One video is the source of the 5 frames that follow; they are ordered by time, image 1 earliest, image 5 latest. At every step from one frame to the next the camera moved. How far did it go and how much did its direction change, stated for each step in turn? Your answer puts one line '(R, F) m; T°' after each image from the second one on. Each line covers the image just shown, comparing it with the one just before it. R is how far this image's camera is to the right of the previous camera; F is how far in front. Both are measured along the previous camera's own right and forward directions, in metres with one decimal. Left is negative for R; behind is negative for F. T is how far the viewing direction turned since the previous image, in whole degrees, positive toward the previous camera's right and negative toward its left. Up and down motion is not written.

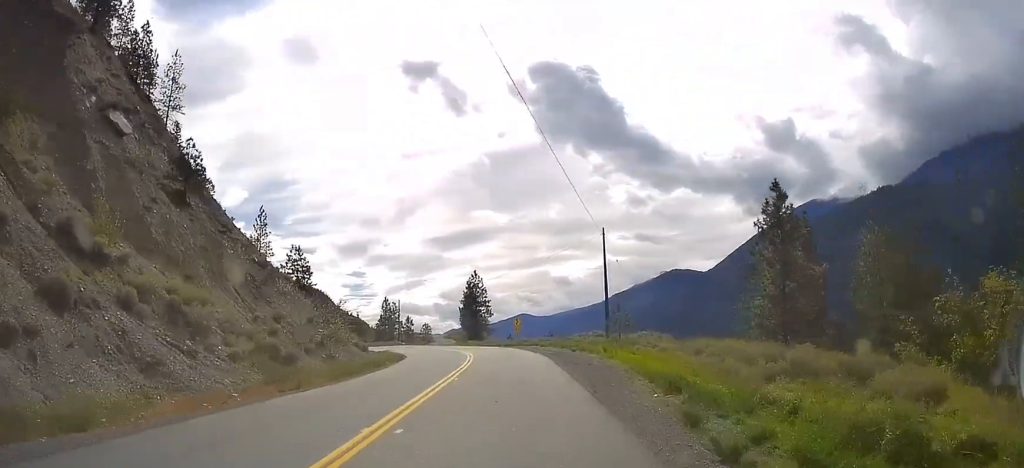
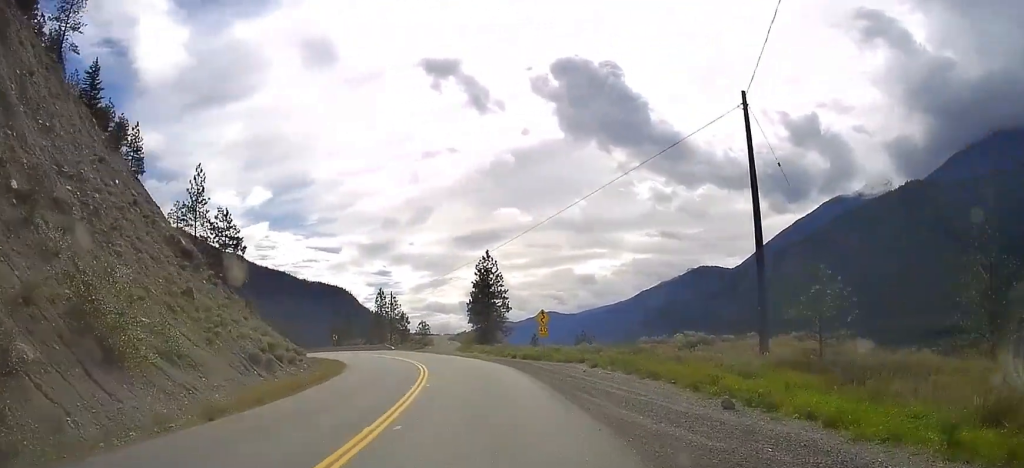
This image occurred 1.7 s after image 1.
(+1.0, +29.9) m; -2°
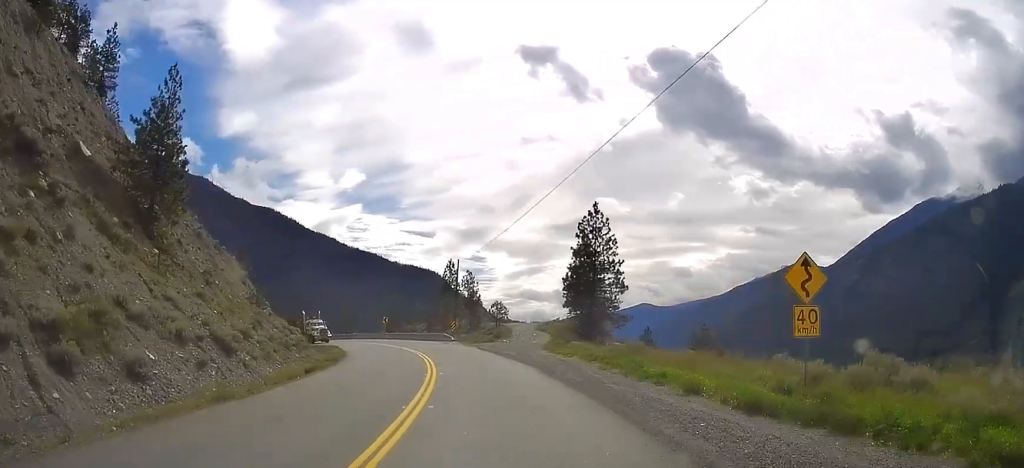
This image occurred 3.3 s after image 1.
(-2.9, +27.1) m; -12°
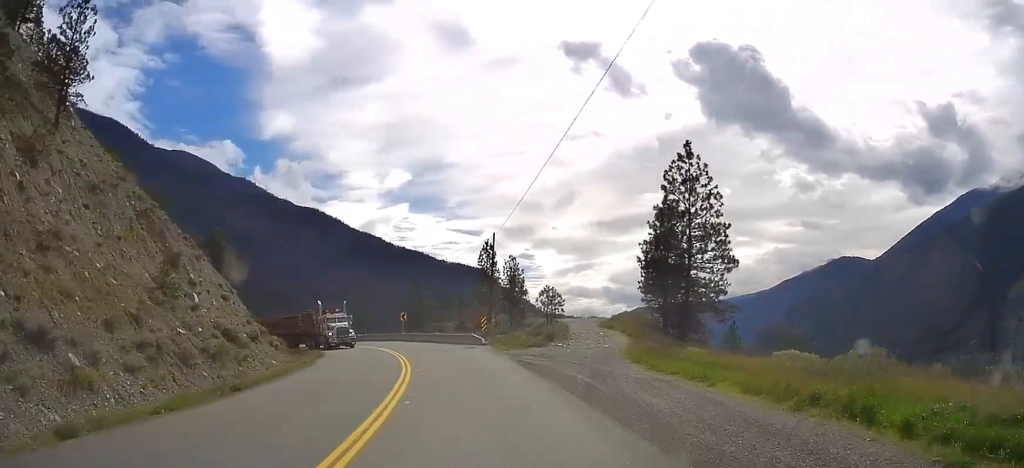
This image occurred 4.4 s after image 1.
(-0.7, +19.0) m; -4°
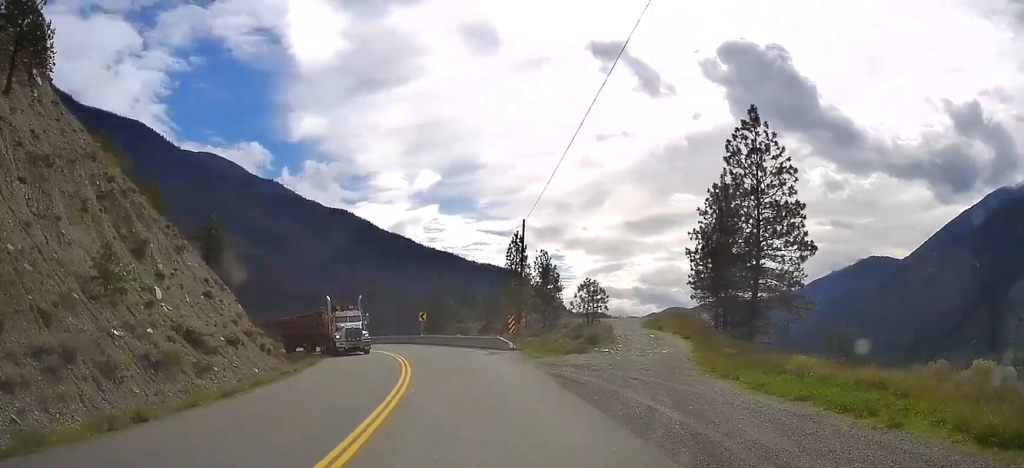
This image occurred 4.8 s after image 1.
(+0.2, +7.1) m; -3°
